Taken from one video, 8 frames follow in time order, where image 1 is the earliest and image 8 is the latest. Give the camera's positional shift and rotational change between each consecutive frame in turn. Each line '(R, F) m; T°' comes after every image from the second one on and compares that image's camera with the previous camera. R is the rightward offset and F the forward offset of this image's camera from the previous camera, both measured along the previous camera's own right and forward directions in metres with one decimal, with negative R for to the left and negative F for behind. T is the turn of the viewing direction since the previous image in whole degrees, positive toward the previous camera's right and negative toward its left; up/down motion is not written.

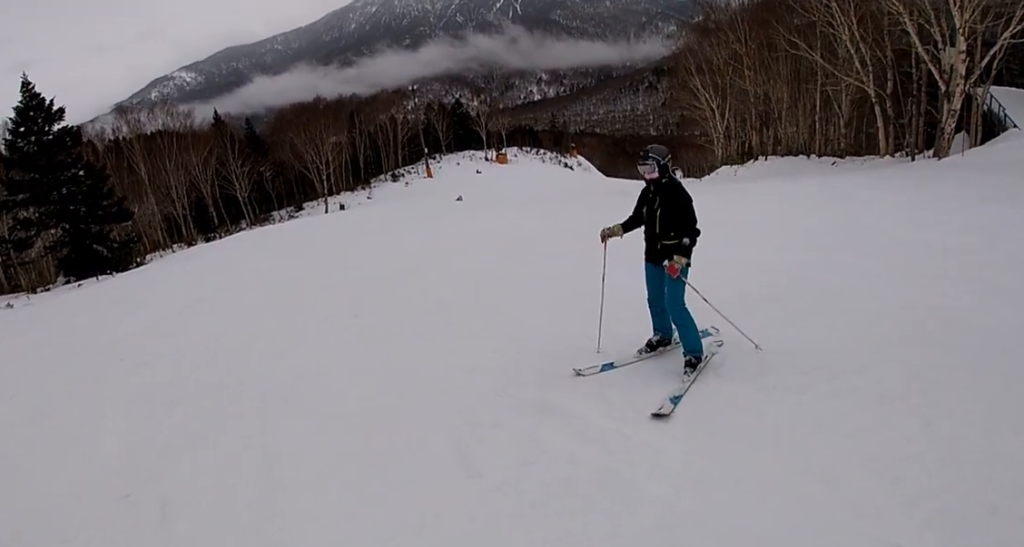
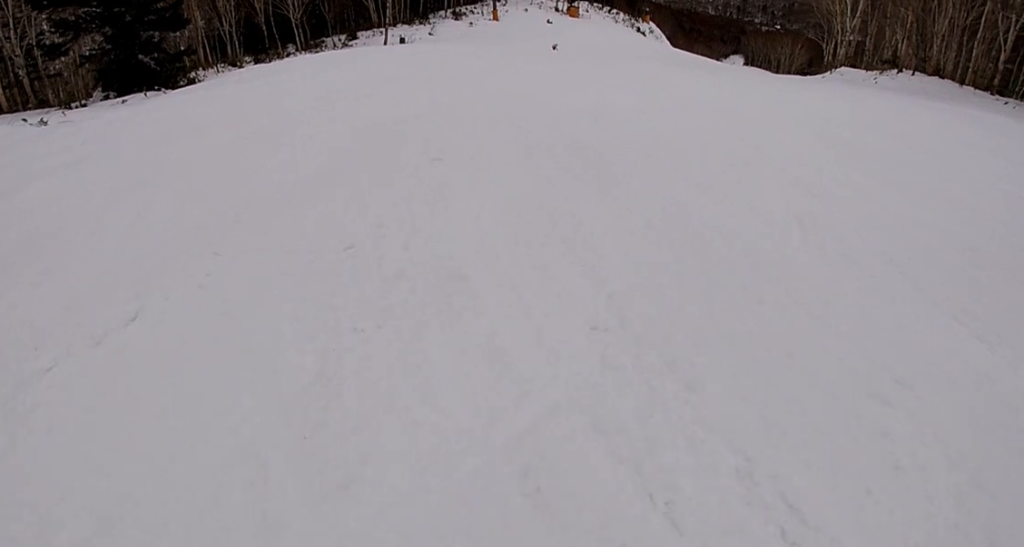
(+2.7, +6.9) m; +45°
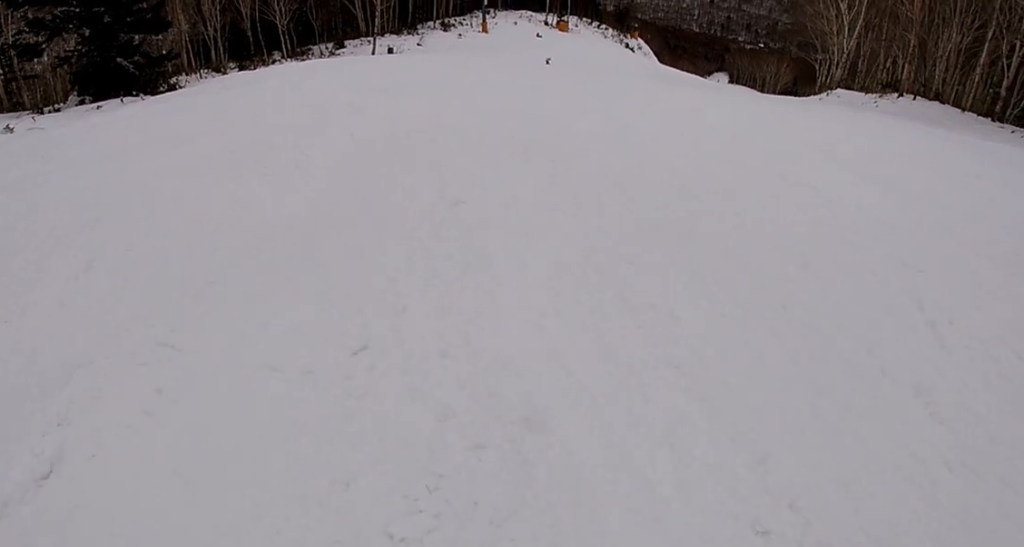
(+0.3, +1.6) m; +5°
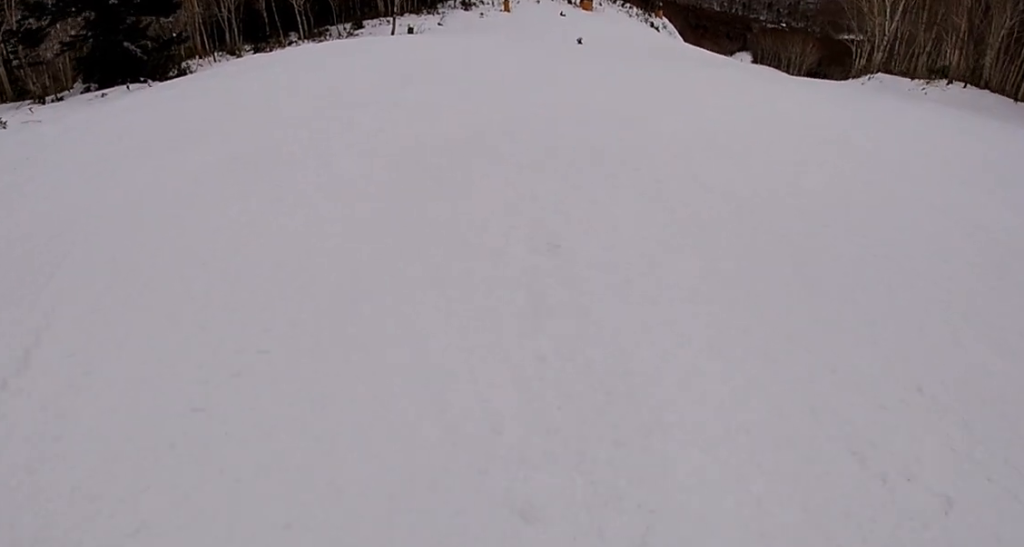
(-0.1, +2.0) m; -5°
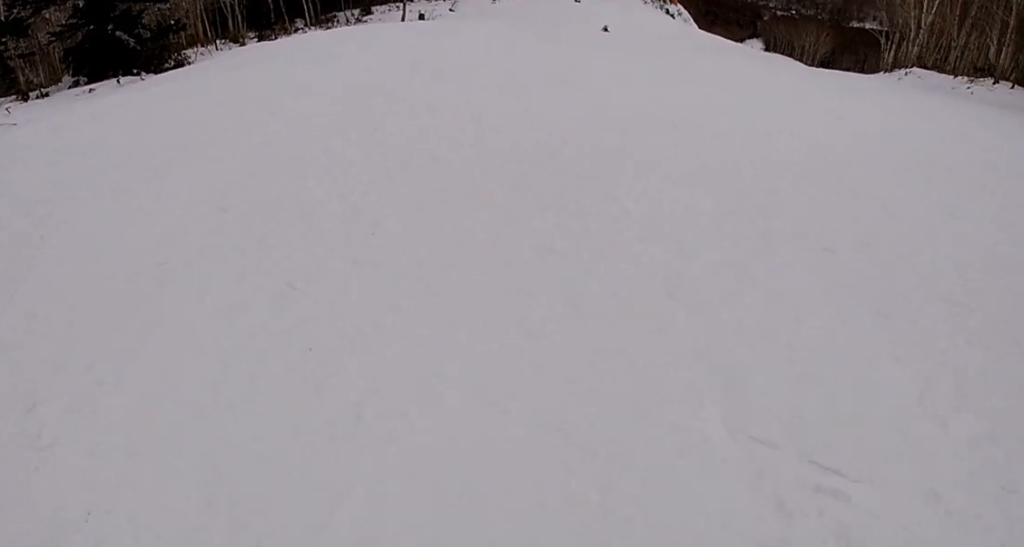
(0.0, +2.4) m; -6°
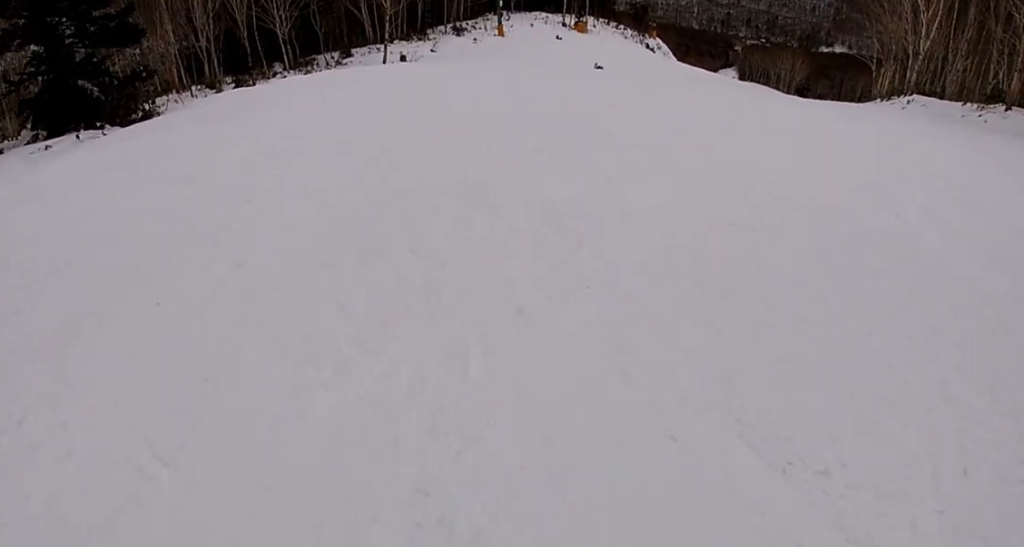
(-0.3, +2.8) m; +4°
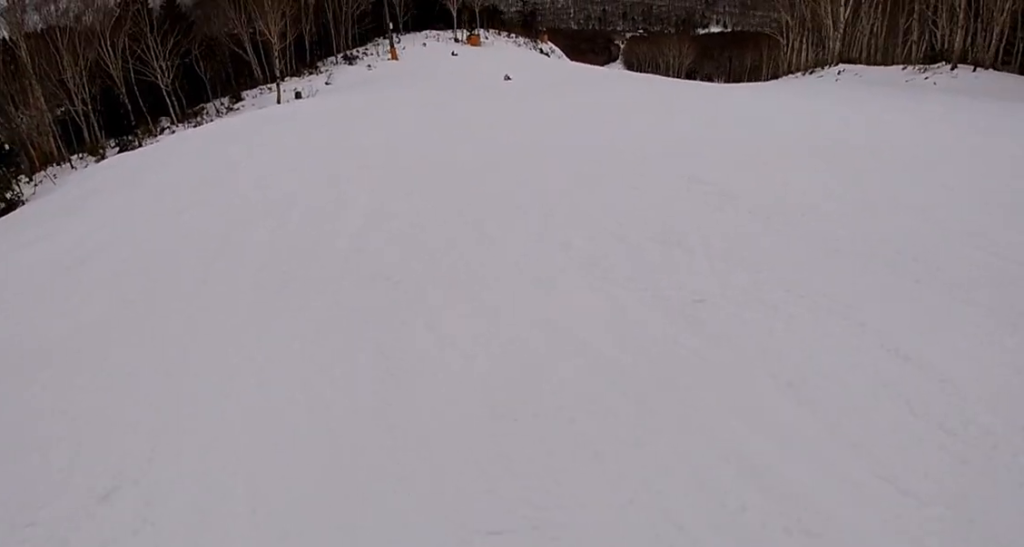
(-0.2, +4.0) m; +11°
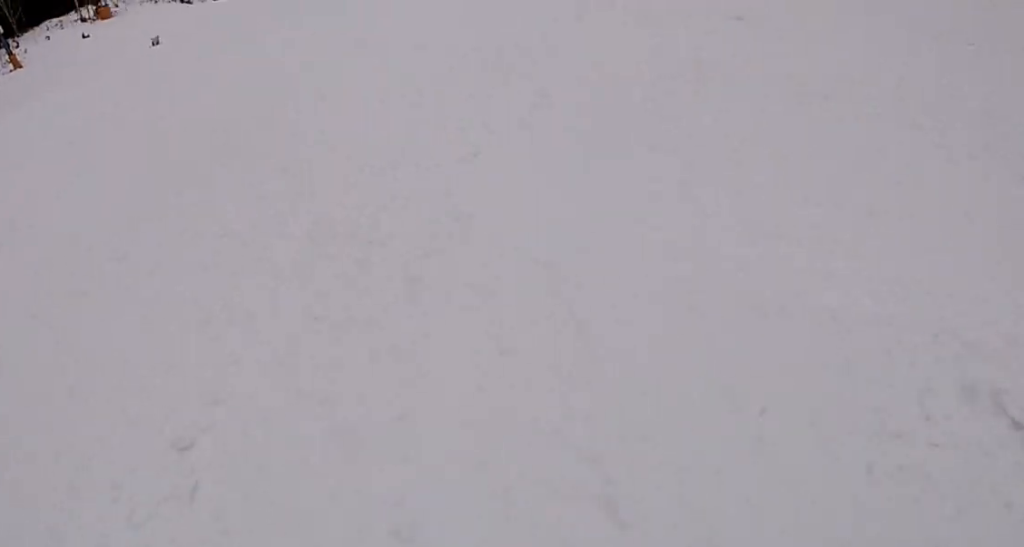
(+3.6, +7.5) m; +52°
